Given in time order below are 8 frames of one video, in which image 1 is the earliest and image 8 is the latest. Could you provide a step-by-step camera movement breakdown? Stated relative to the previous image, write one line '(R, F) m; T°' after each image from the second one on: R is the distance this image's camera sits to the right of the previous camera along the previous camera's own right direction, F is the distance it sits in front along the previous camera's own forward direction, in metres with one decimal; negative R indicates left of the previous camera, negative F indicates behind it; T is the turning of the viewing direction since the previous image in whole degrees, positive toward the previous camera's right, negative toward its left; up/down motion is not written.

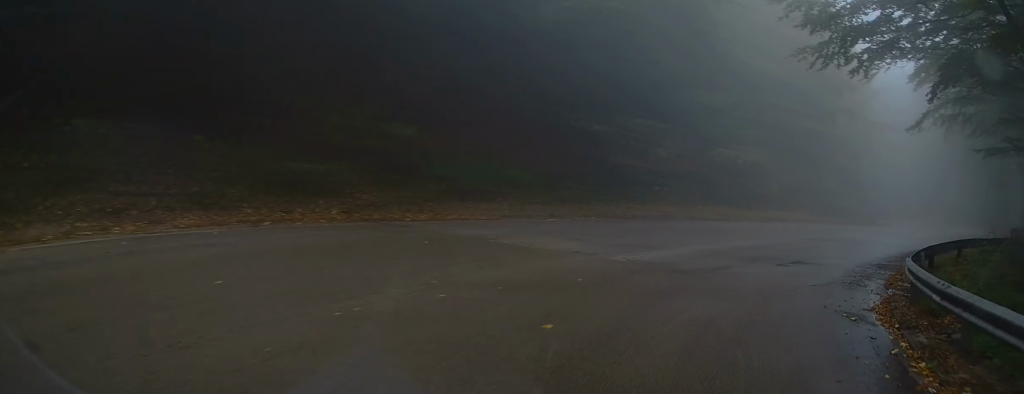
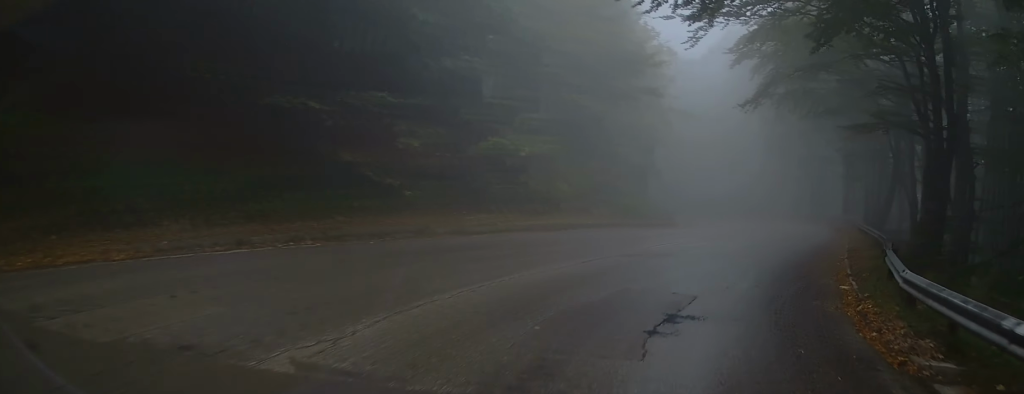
(+0.9, +6.4) m; +14°
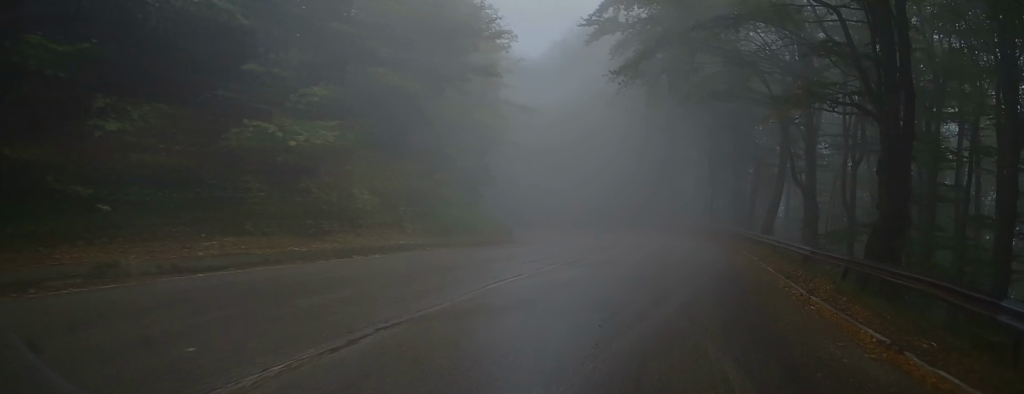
(+0.7, +6.3) m; +12°
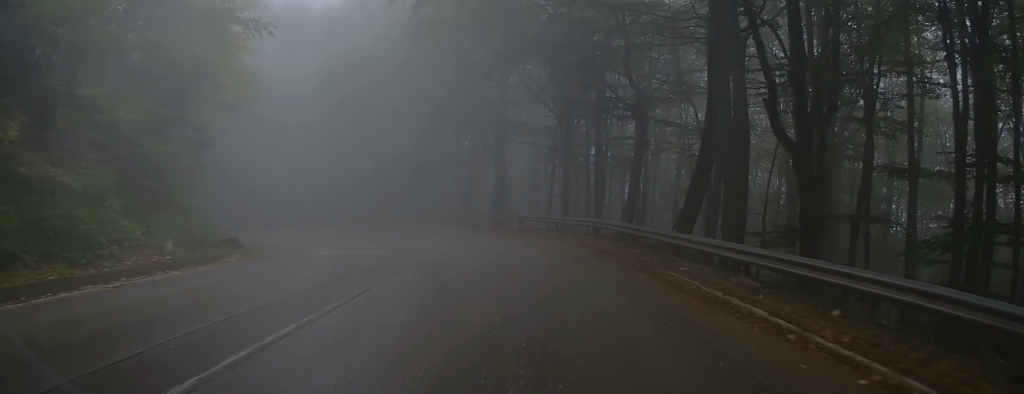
(+2.4, +14.2) m; +11°
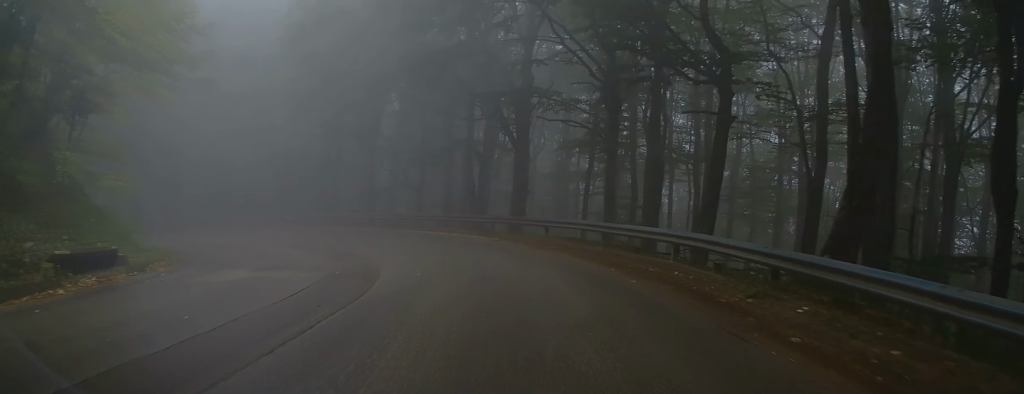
(-0.1, +8.1) m; -5°
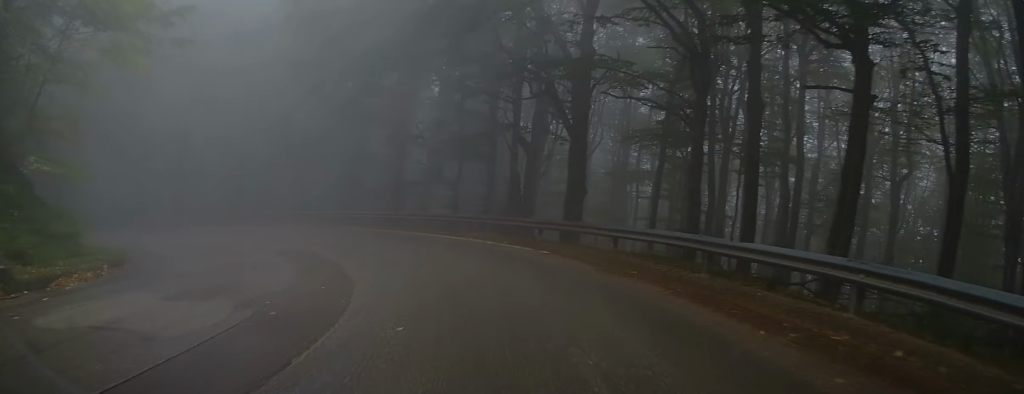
(-0.4, +5.4) m; -4°
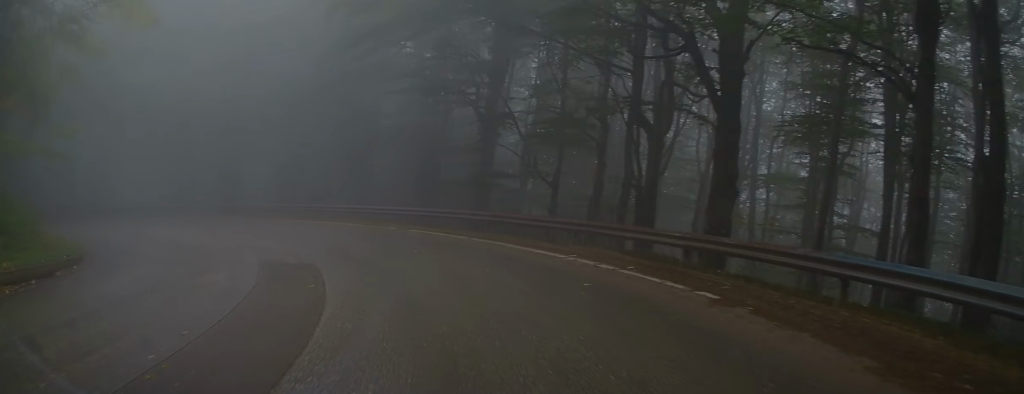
(-0.3, +6.4) m; -8°
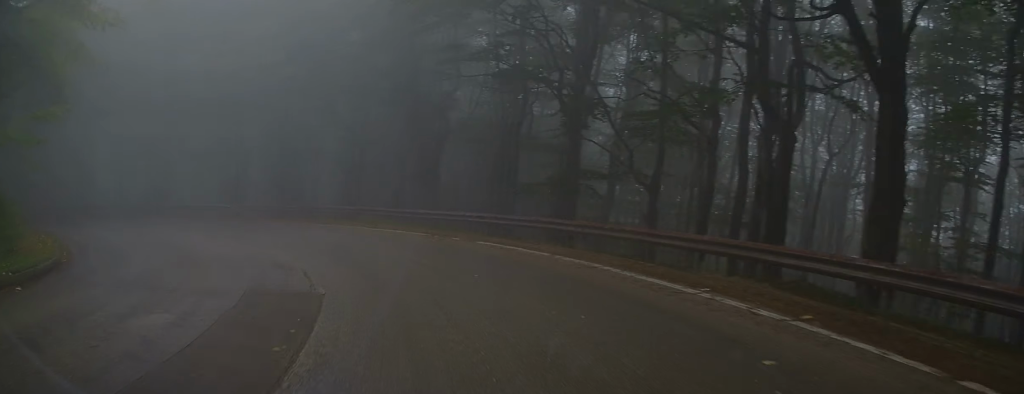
(+0.1, +3.7) m; -7°
